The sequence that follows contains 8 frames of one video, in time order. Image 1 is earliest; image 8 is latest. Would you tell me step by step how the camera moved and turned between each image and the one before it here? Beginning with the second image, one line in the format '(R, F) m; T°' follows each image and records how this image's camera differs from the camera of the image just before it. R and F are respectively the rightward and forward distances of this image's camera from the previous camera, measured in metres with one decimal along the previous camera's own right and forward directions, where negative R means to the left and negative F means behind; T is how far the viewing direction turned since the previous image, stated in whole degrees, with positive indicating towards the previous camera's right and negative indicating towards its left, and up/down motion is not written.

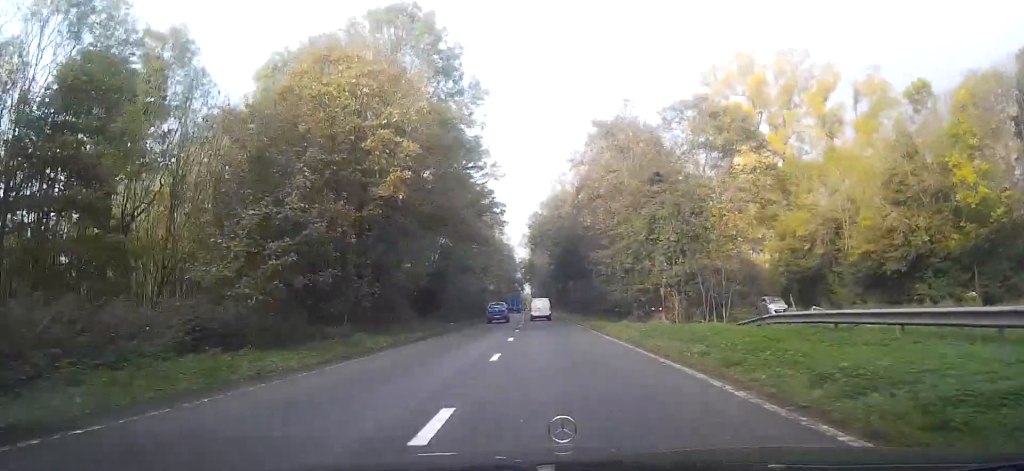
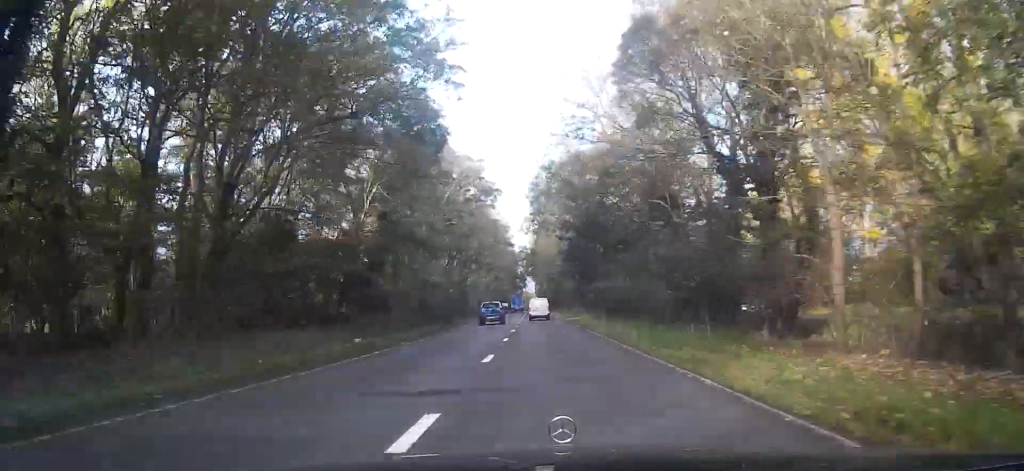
(0.0, +26.6) m; 0°
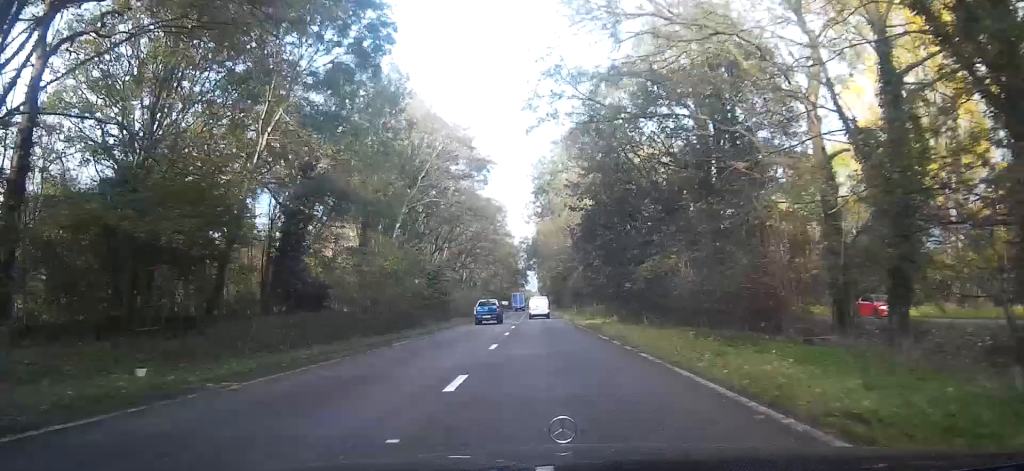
(0.0, +13.9) m; 0°
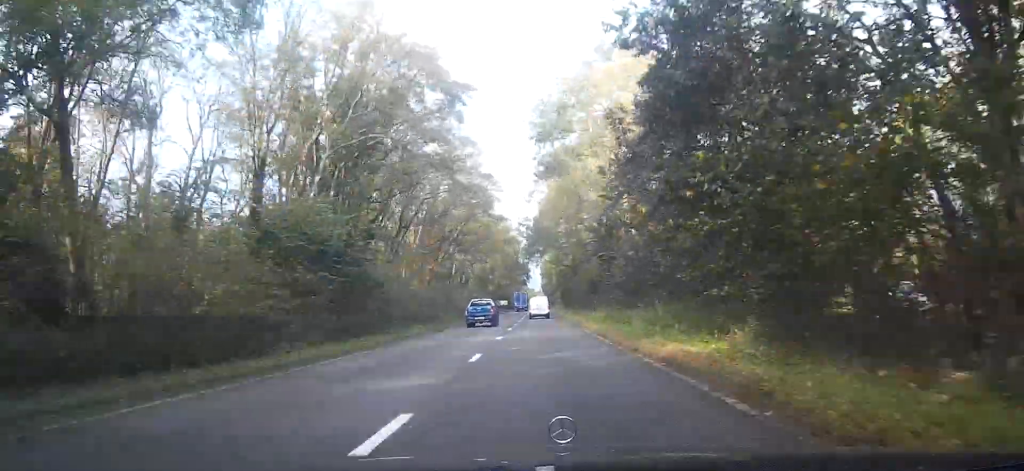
(0.0, +21.4) m; 0°
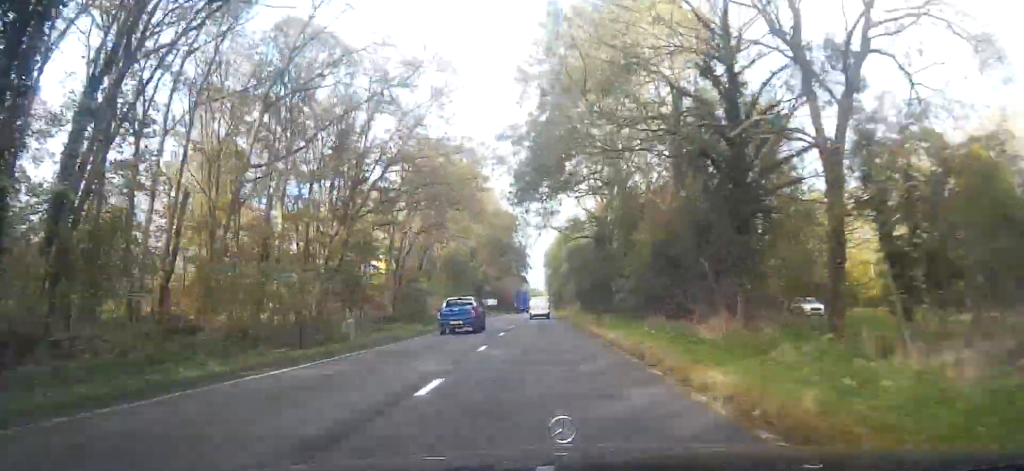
(0.0, +41.2) m; 0°
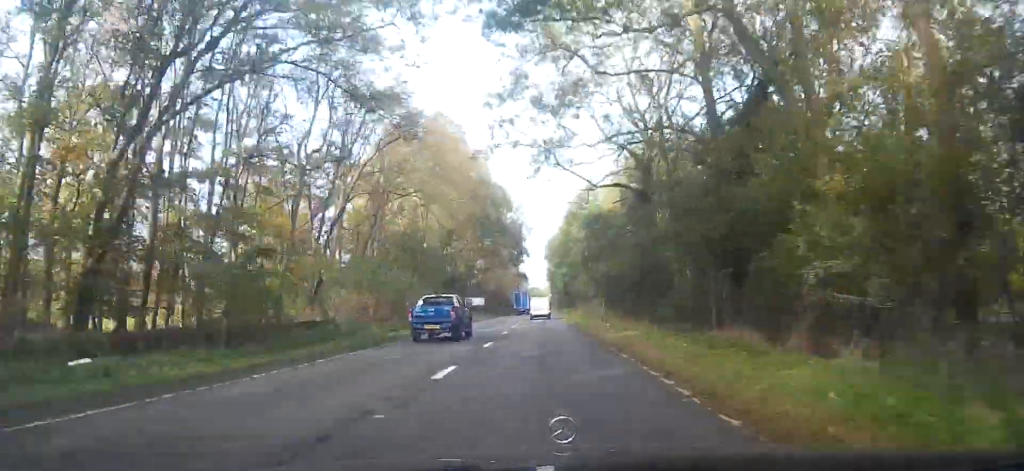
(+0.1, +24.8) m; -1°
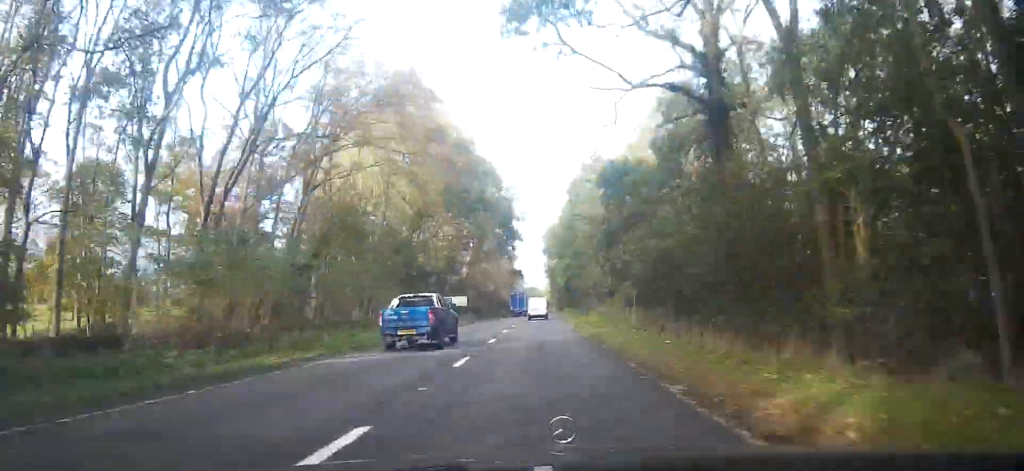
(-0.3, +15.0) m; -1°
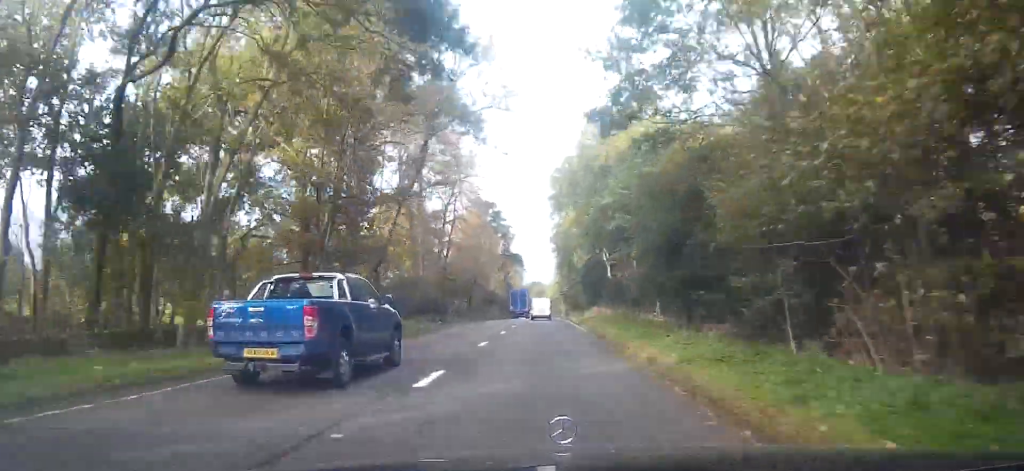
(-0.4, +39.4) m; -1°
